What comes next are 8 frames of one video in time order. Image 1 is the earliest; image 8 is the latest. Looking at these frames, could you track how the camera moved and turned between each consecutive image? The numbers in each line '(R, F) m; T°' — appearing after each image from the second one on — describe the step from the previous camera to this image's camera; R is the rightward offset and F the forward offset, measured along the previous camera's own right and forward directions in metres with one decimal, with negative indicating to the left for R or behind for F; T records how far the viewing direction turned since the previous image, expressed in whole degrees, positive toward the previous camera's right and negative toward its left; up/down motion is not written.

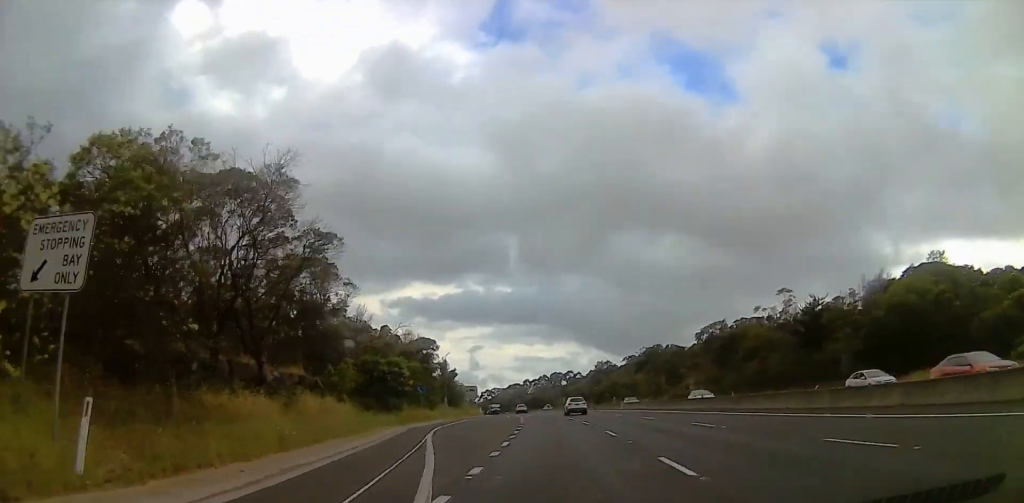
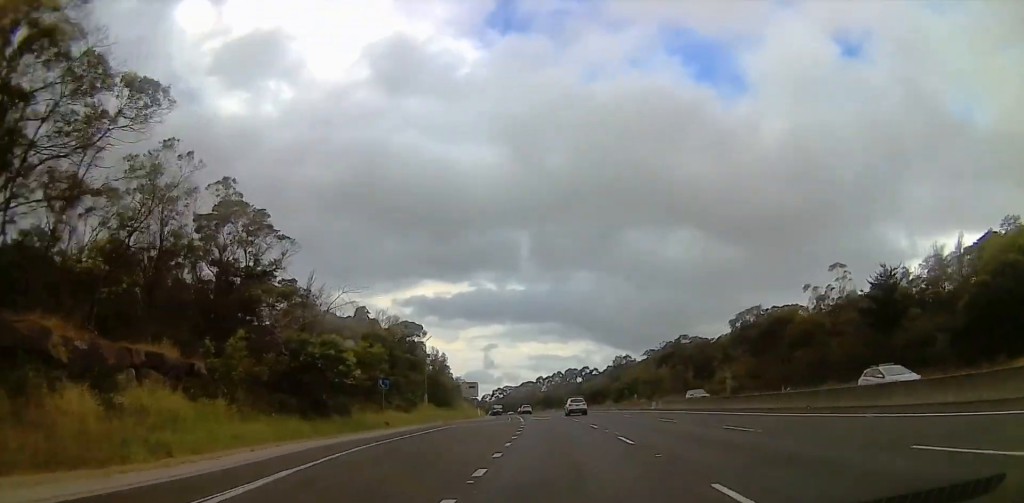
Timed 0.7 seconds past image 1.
(-0.3, +16.2) m; -1°
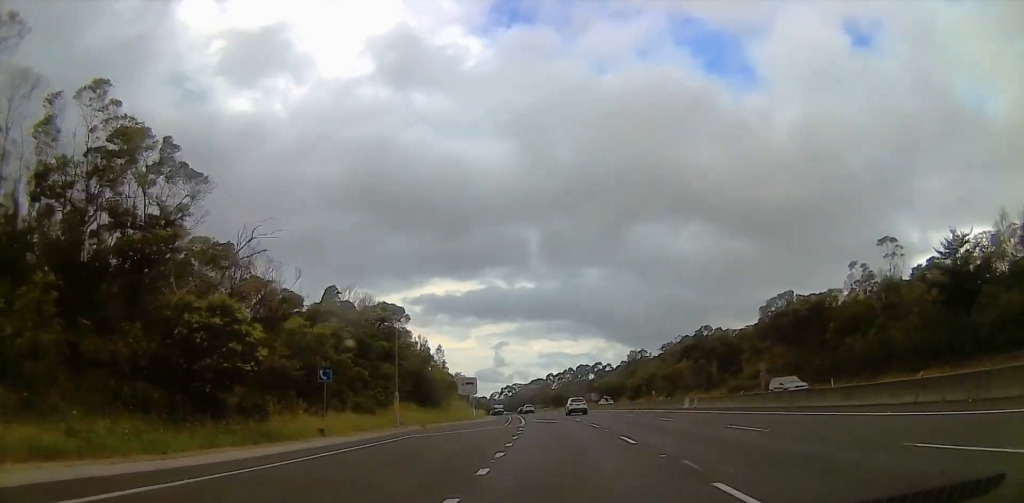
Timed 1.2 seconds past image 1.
(0.0, +11.4) m; 0°
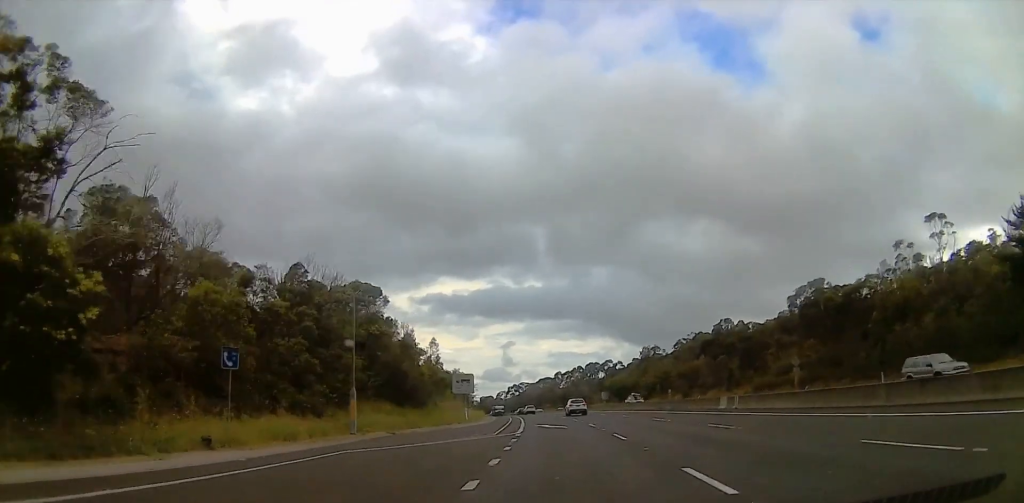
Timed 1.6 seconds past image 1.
(0.0, +9.5) m; 0°
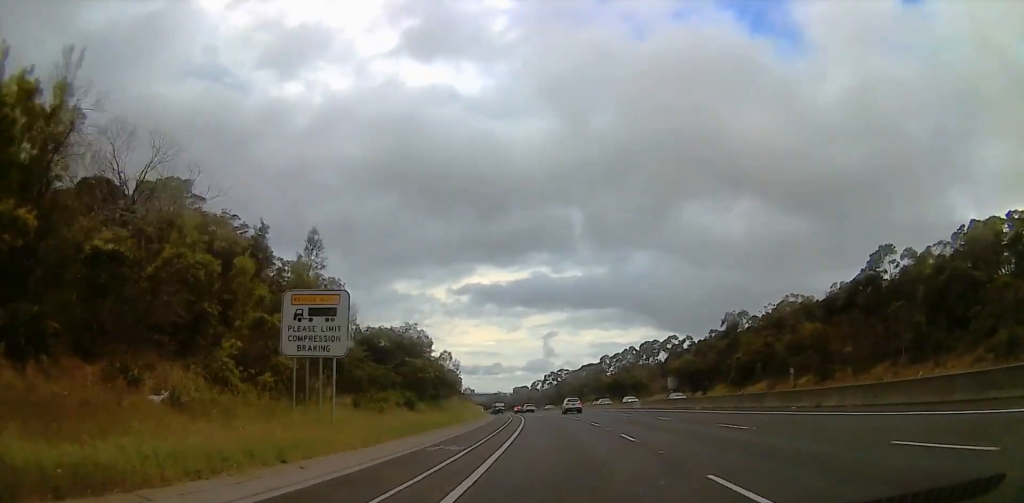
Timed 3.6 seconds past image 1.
(-0.3, +48.9) m; -4°
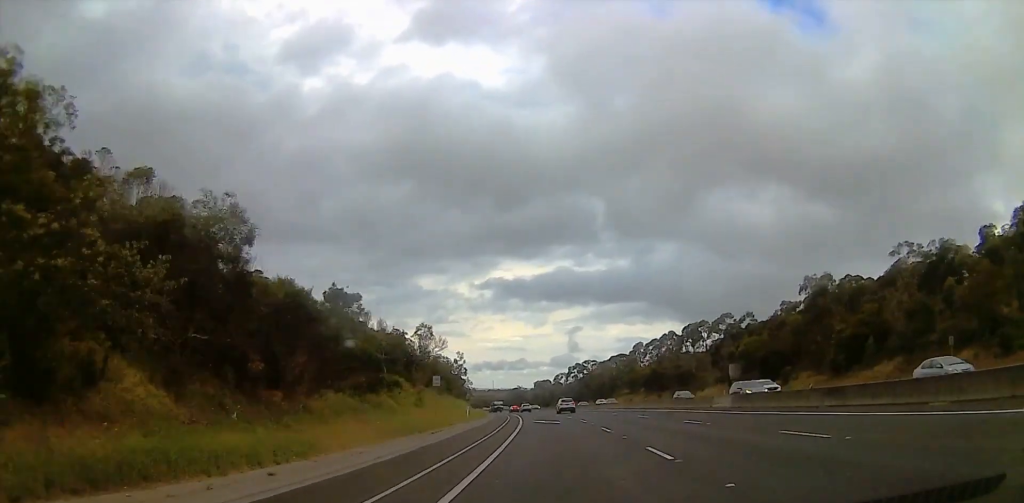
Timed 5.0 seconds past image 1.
(-1.7, +30.6) m; -3°
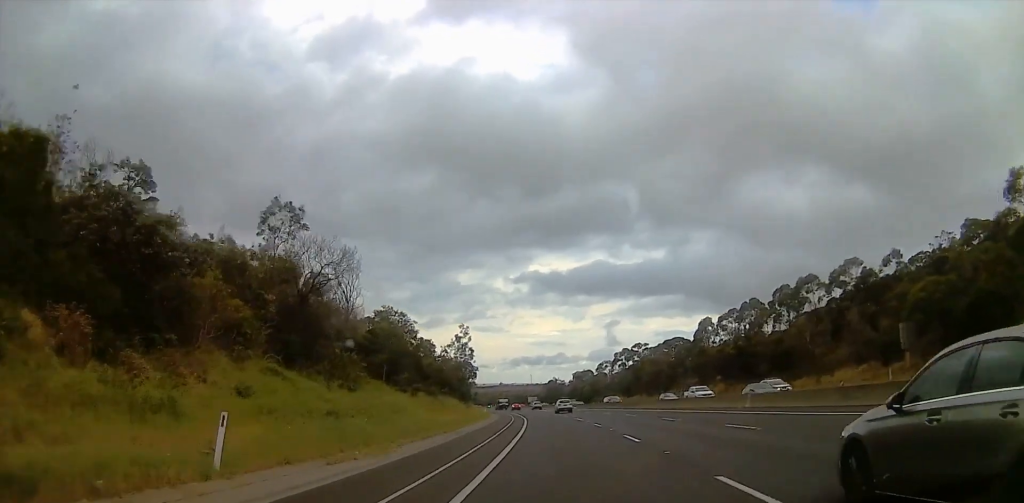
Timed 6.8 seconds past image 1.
(-0.4, +42.3) m; -2°
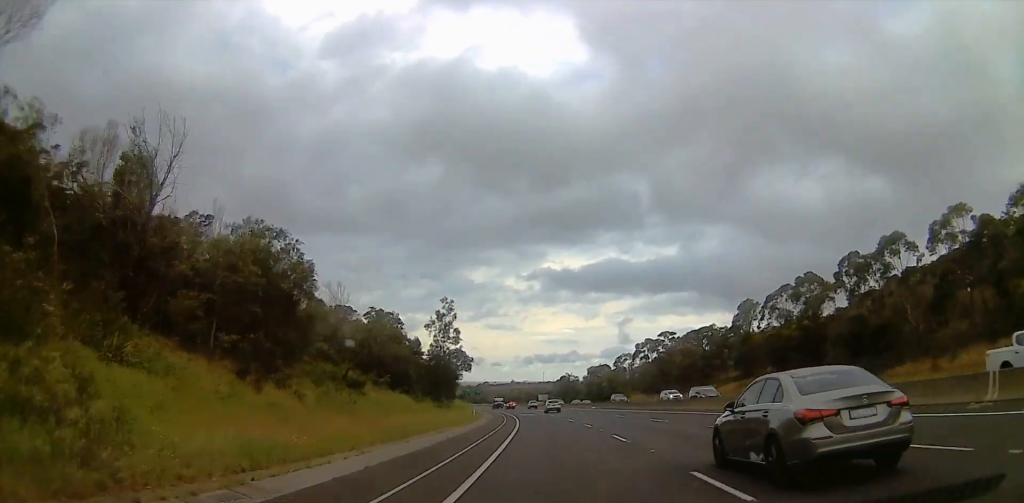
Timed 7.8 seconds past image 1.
(-0.6, +23.0) m; -2°
